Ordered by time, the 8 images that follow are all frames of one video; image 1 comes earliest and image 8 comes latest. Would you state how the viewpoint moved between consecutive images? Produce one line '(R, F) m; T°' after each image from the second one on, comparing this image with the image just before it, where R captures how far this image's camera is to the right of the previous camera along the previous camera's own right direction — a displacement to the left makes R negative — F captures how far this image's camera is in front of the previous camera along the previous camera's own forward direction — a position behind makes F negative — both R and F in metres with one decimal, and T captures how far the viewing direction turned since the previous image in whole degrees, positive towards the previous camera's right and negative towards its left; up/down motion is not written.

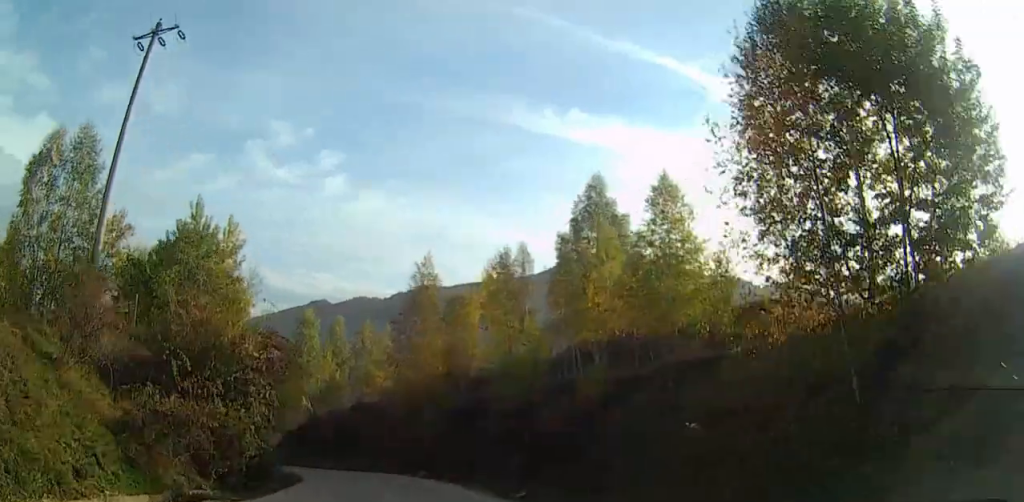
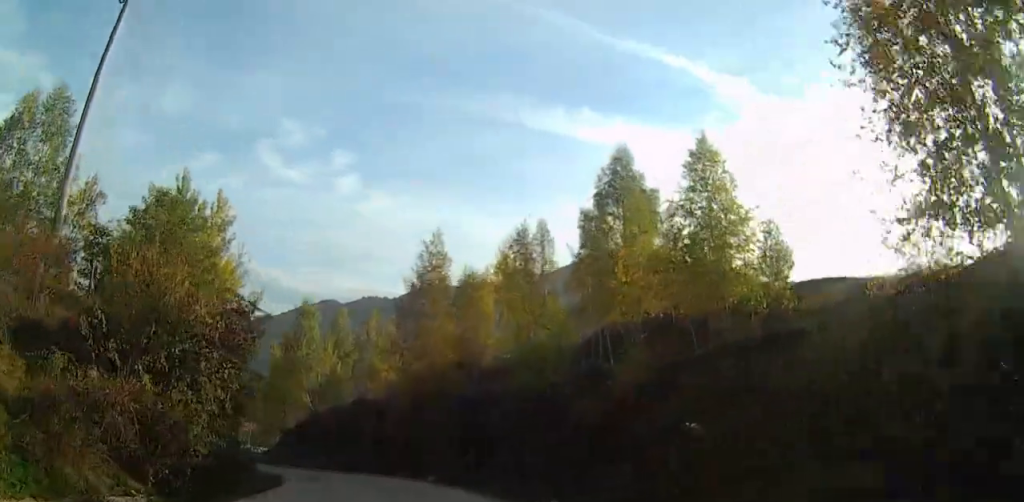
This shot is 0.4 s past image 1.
(+0.5, +4.4) m; -1°
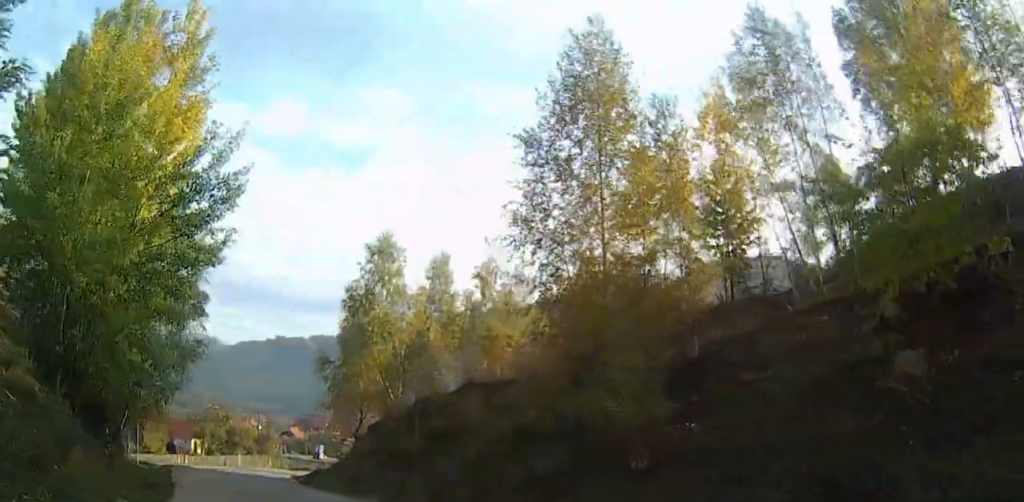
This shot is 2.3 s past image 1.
(-1.9, +19.9) m; -11°
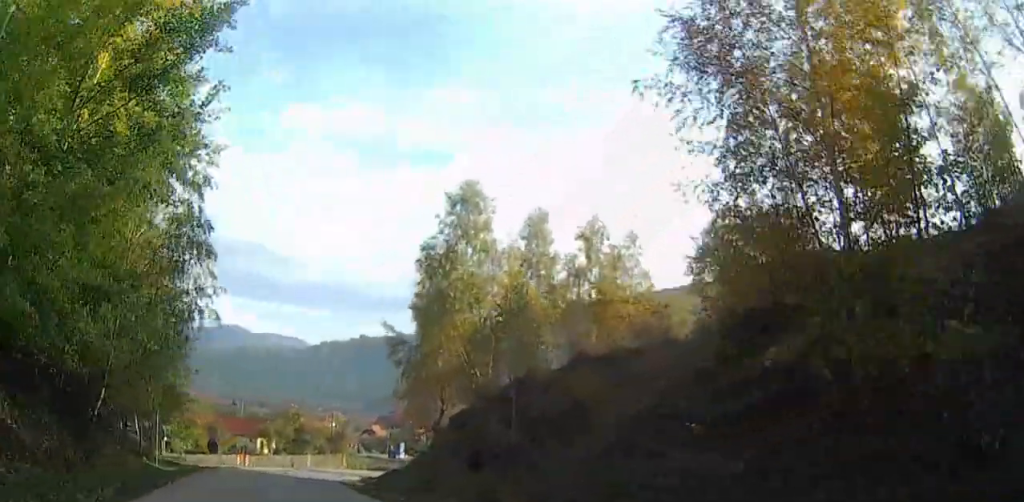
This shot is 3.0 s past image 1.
(0.0, +7.3) m; -1°
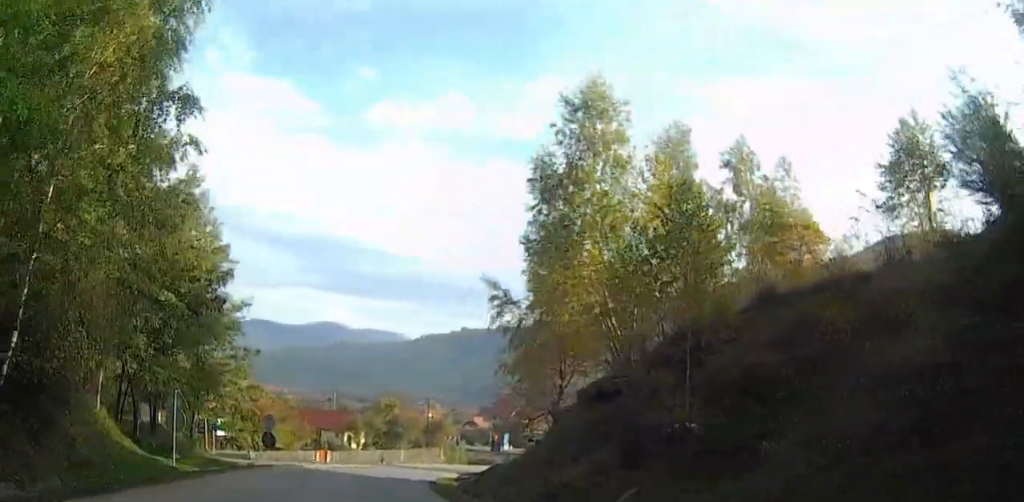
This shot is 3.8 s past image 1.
(+0.1, +8.1) m; -7°
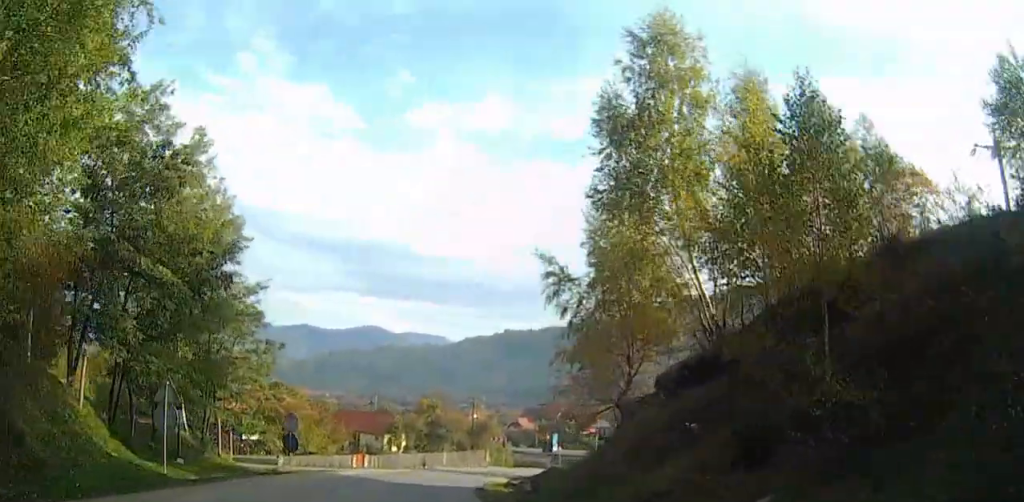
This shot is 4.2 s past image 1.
(-0.2, +3.9) m; -4°
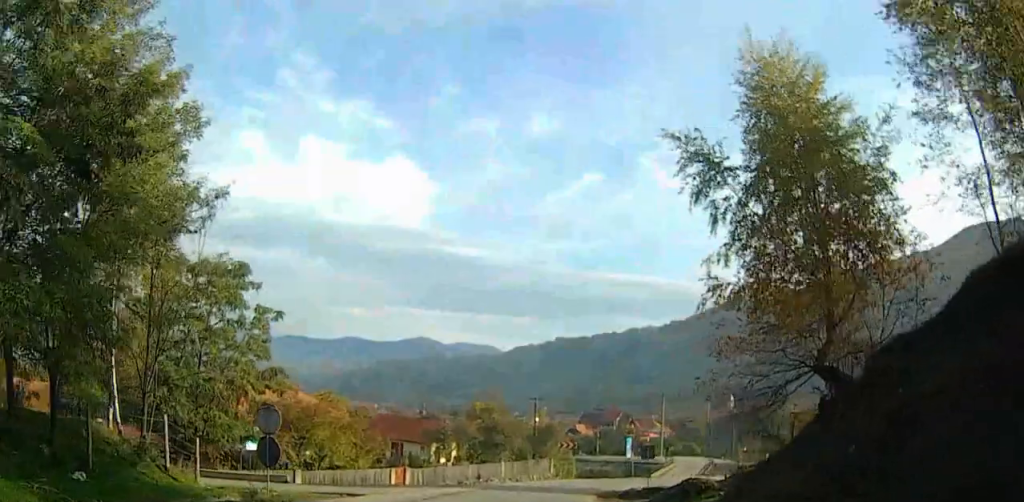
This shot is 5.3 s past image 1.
(-1.3, +10.7) m; -10°
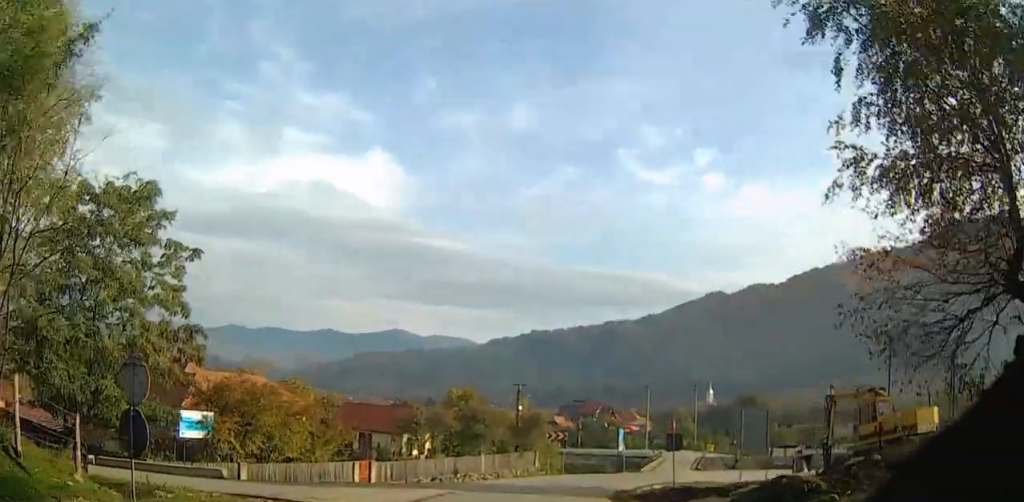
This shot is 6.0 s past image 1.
(+0.1, +7.0) m; -4°
